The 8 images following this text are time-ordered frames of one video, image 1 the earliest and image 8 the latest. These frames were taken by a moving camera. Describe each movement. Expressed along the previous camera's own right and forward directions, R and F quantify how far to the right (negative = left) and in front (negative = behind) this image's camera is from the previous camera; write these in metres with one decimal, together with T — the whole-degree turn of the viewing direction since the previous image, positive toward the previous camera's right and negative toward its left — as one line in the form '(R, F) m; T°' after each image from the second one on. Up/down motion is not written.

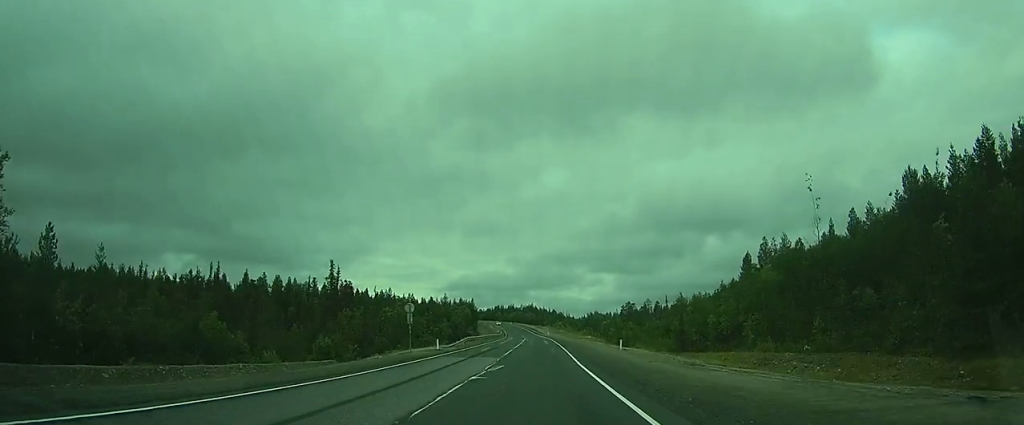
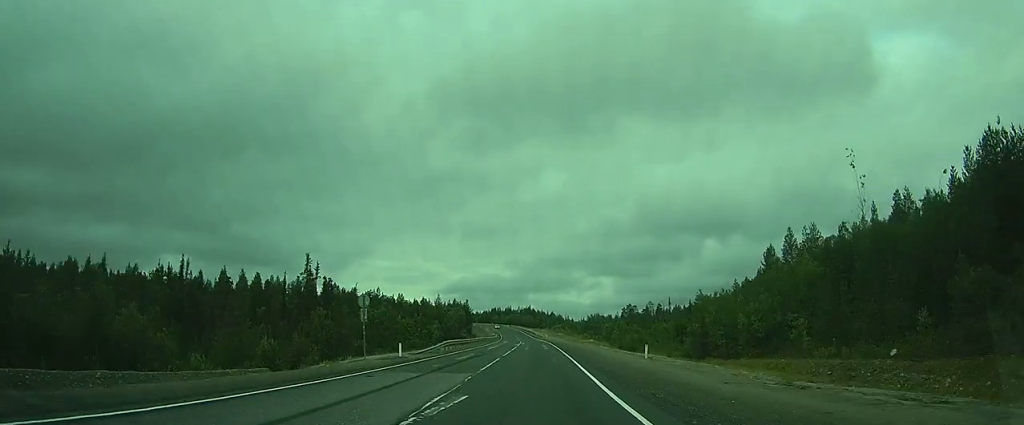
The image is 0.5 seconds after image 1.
(0.0, +10.9) m; 0°
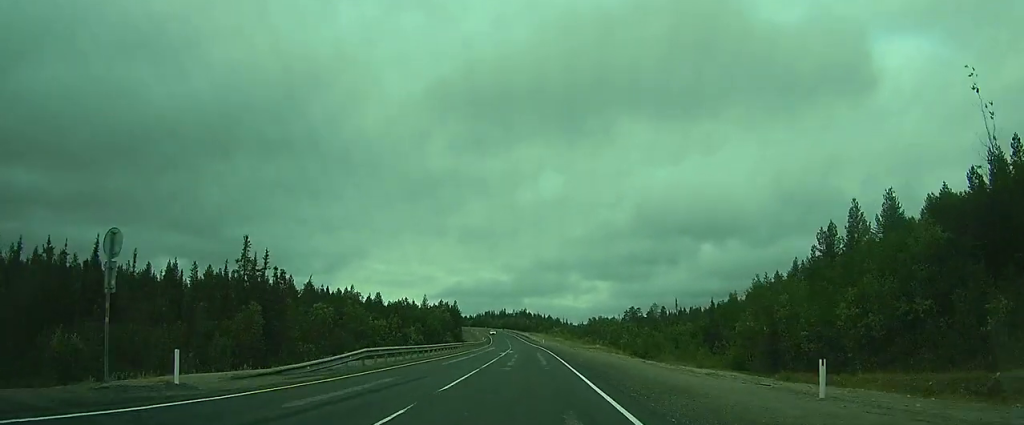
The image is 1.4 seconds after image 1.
(0.0, +20.4) m; 0°
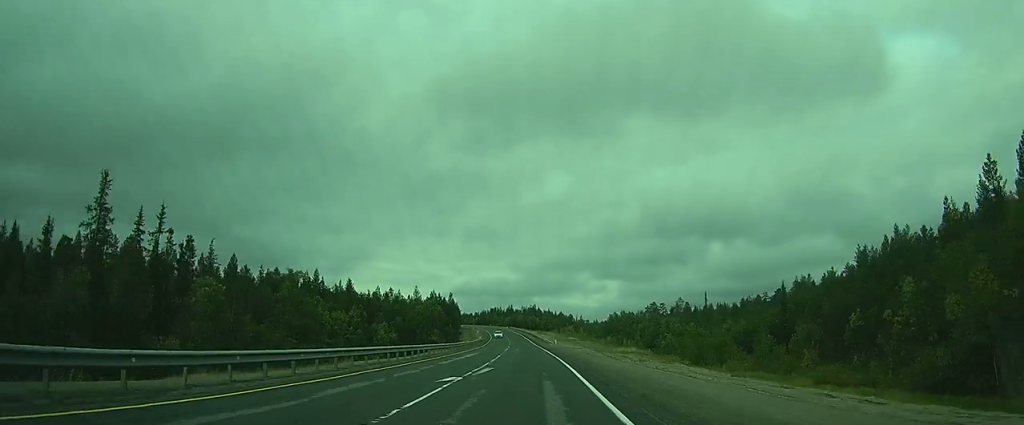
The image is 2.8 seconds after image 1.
(0.0, +30.6) m; 0°
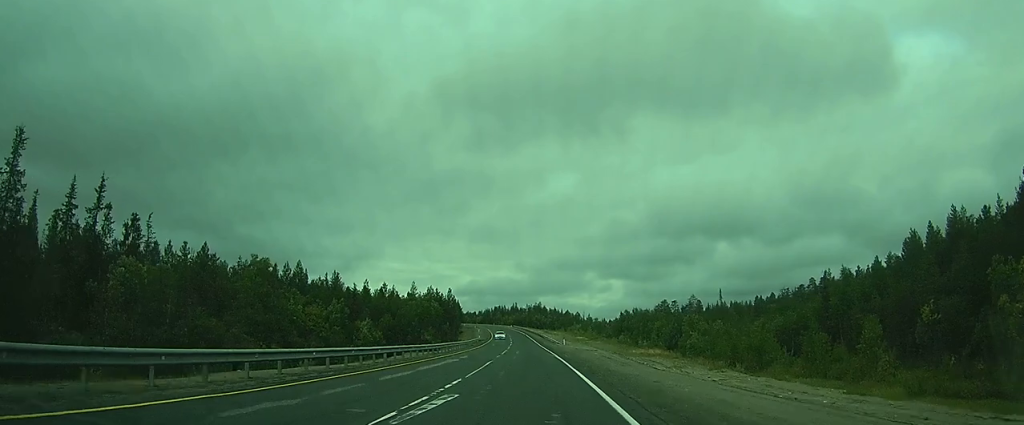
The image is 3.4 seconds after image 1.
(+0.1, +11.6) m; -1°
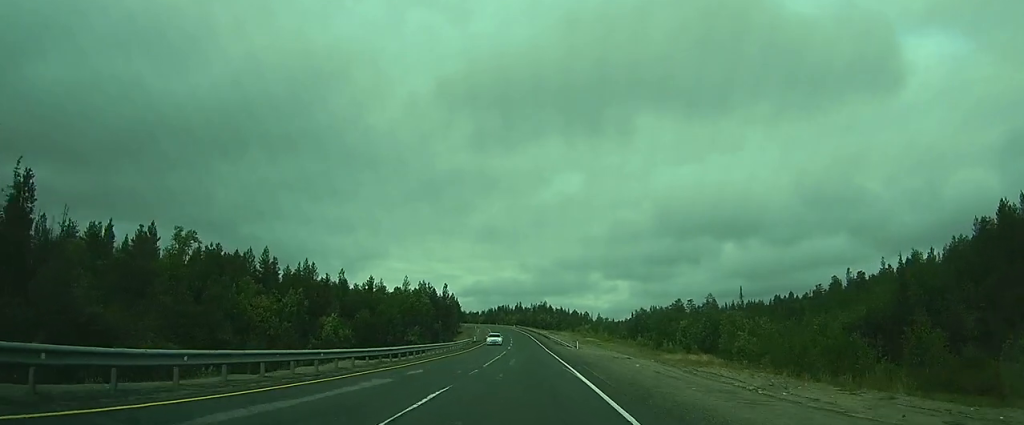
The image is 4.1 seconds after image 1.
(-0.2, +16.0) m; -1°
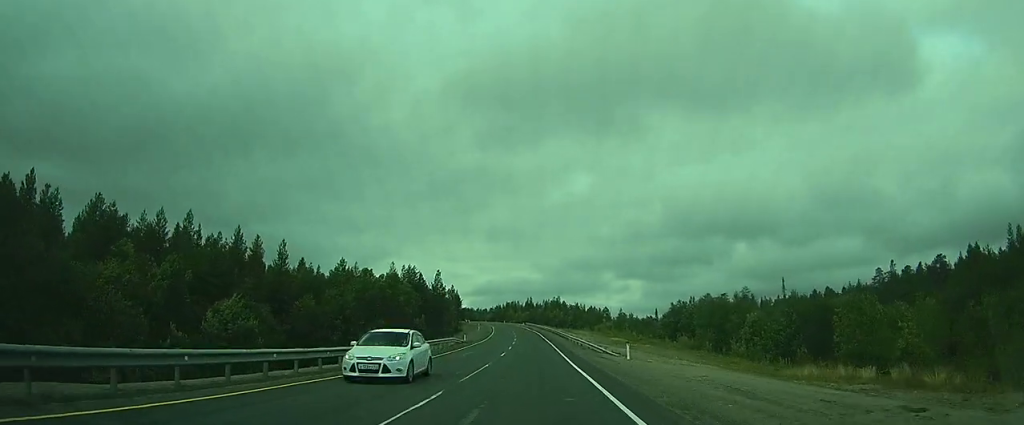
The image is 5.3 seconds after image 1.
(-0.2, +25.6) m; -1°
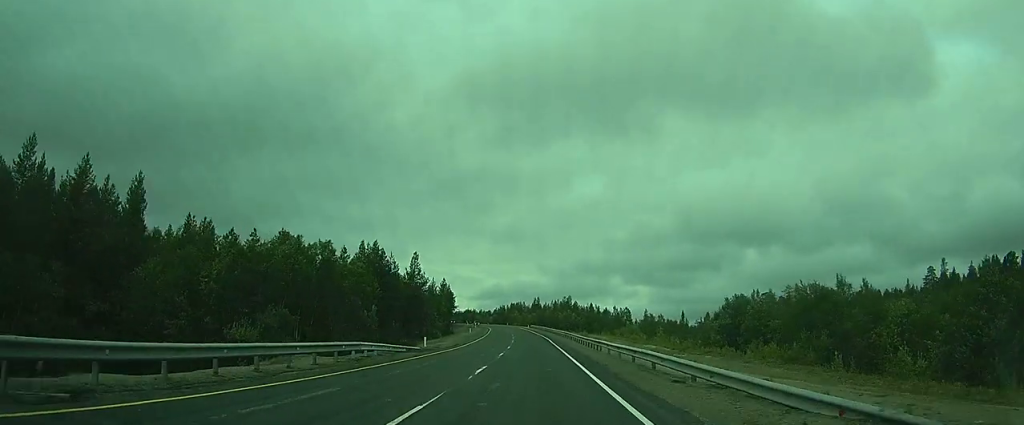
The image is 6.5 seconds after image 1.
(0.0, +27.8) m; 0°
